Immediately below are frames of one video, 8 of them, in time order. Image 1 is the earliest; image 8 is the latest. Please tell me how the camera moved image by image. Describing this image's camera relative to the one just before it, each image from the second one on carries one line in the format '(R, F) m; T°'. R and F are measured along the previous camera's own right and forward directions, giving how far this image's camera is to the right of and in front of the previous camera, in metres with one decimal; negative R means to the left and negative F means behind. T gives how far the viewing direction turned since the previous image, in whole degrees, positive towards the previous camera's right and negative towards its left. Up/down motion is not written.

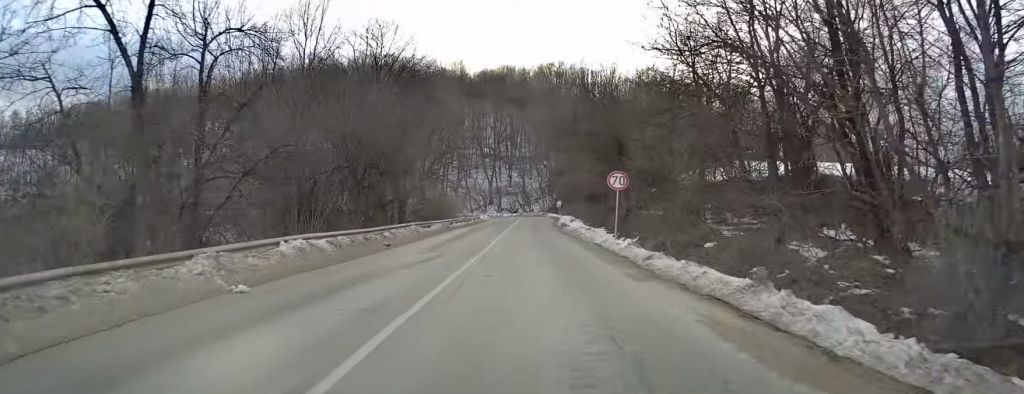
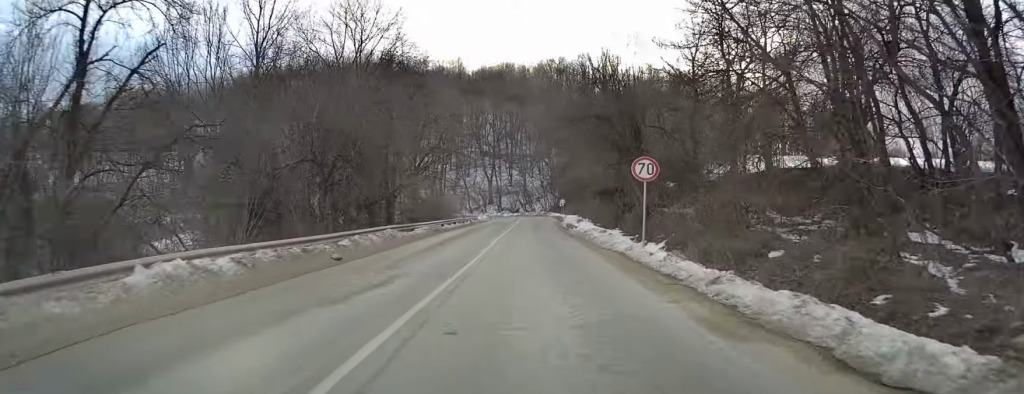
(-0.1, +5.7) m; -1°
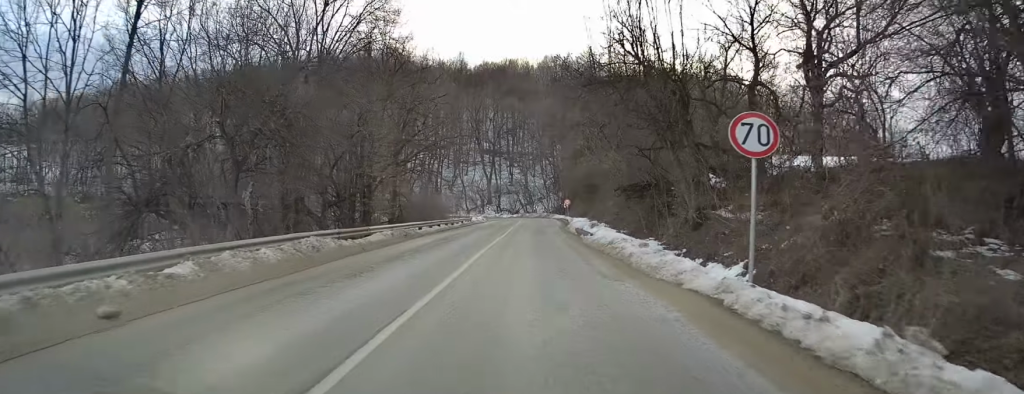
(-0.1, +9.0) m; -1°
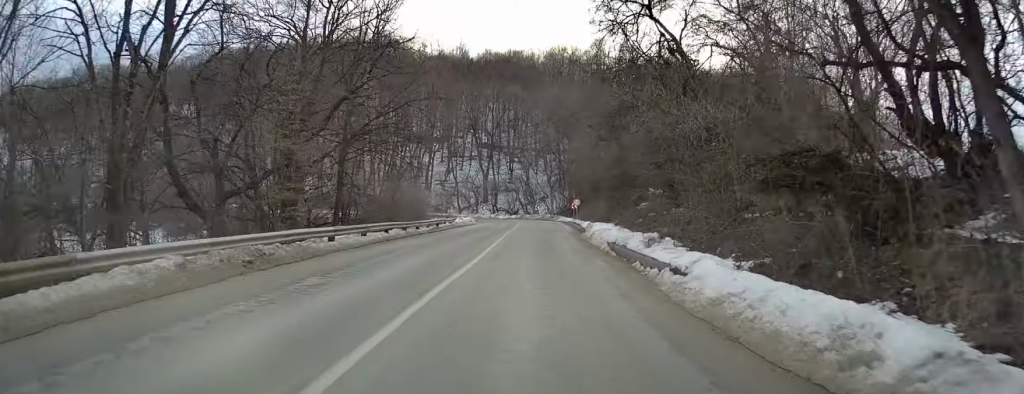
(0.0, +15.6) m; +1°
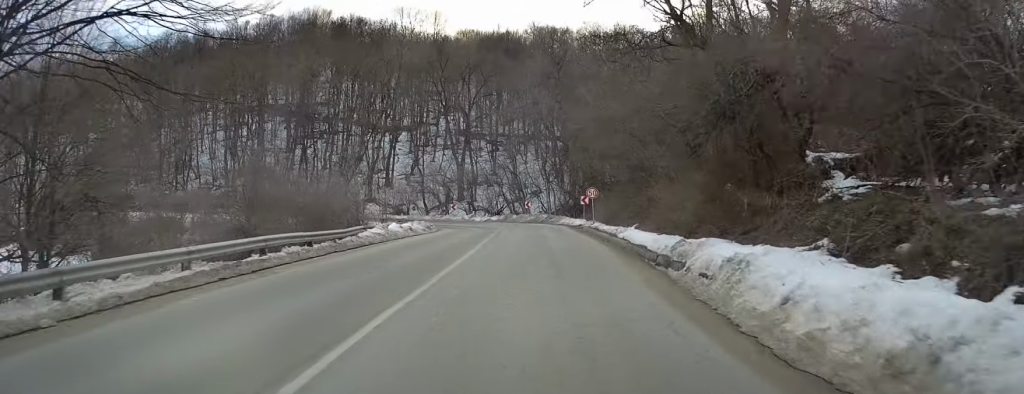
(+0.5, +26.4) m; +2°
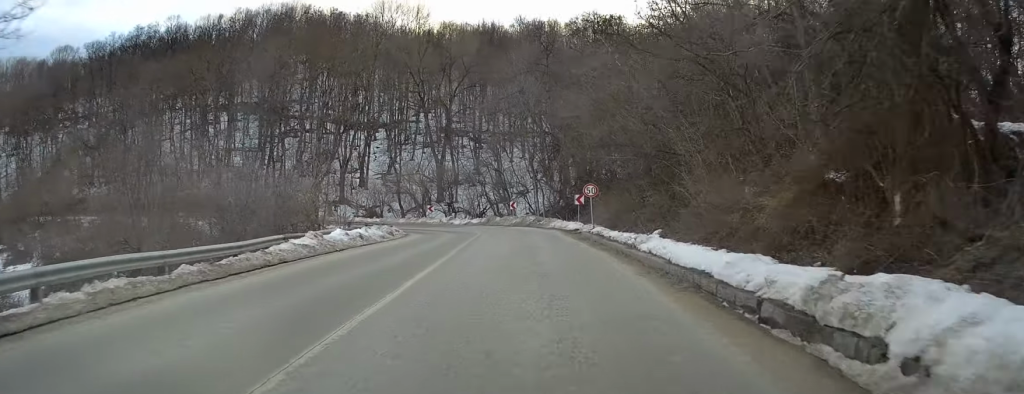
(+0.1, +7.5) m; 0°
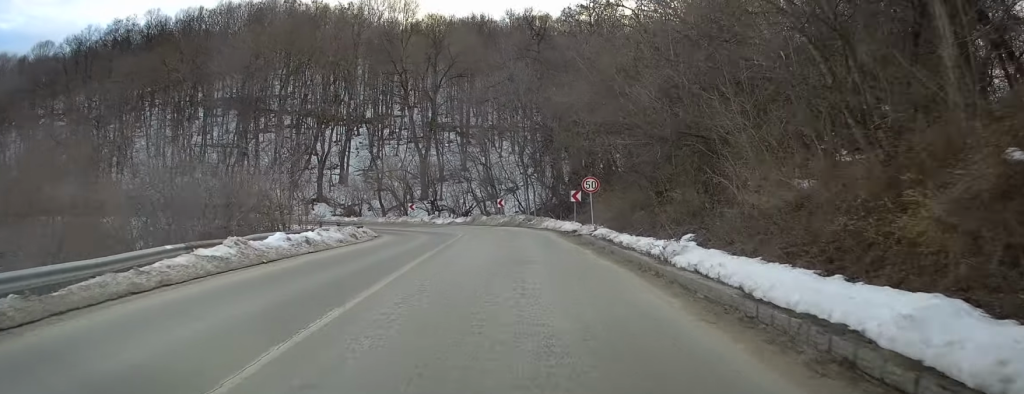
(+0.1, +5.3) m; 0°
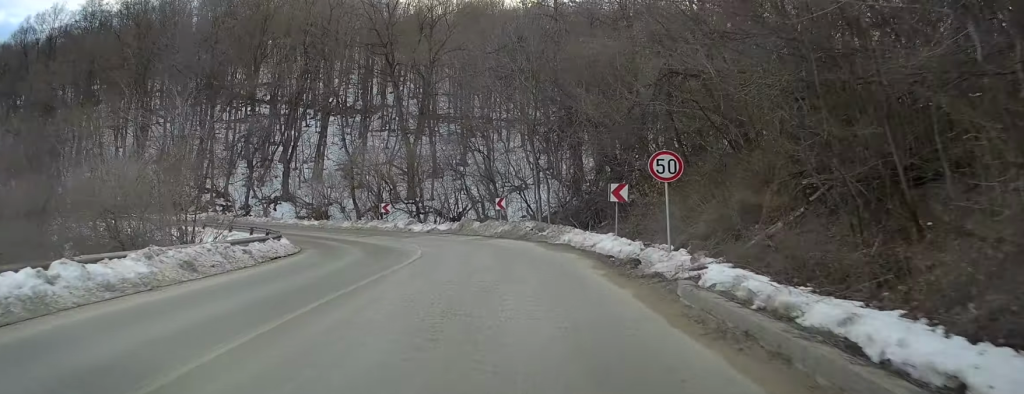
(-0.4, +14.7) m; -2°
